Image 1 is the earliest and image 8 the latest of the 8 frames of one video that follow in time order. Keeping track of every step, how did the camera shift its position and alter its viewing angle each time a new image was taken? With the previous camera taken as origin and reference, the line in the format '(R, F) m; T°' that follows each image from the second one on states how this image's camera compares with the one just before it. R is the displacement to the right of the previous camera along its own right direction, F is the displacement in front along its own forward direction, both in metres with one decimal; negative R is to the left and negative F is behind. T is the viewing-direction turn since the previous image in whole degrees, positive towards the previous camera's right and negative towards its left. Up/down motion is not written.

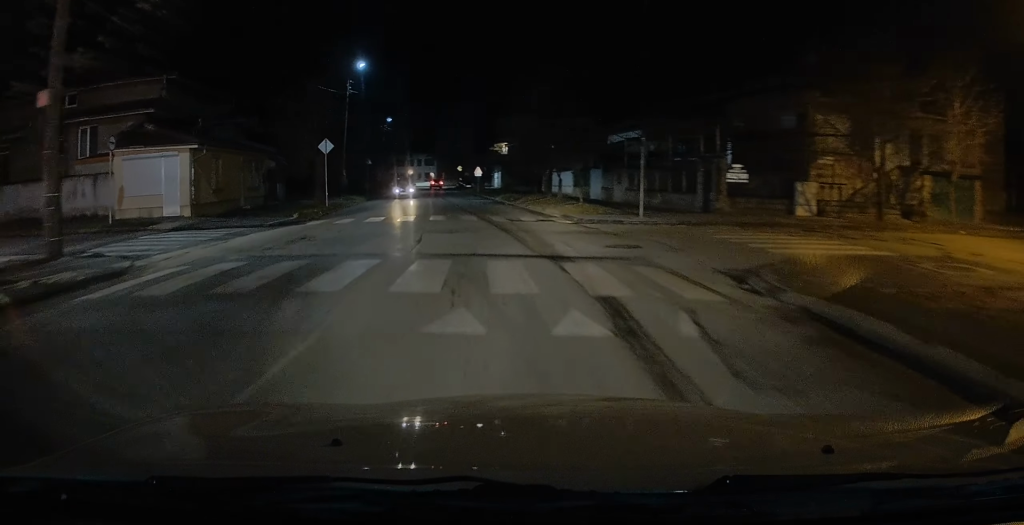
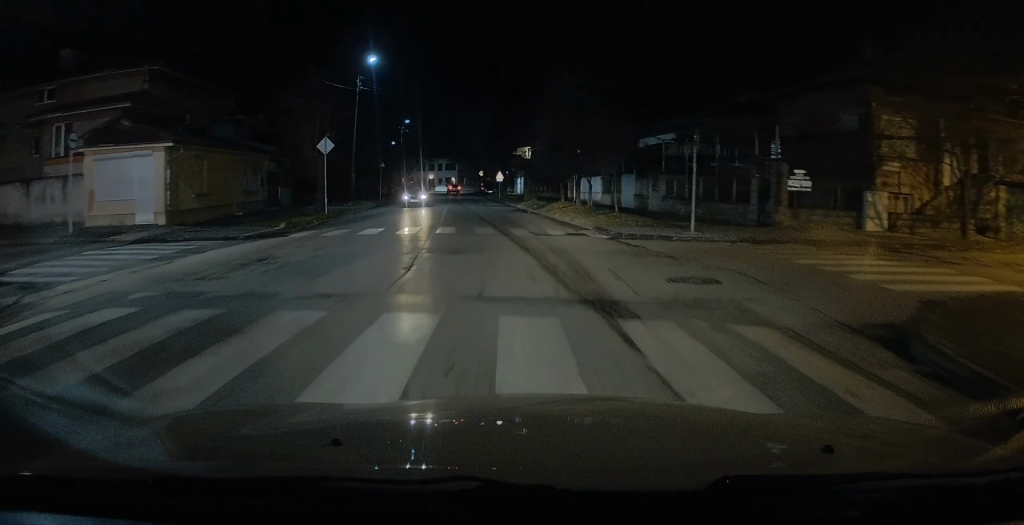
(0.0, +4.2) m; -1°
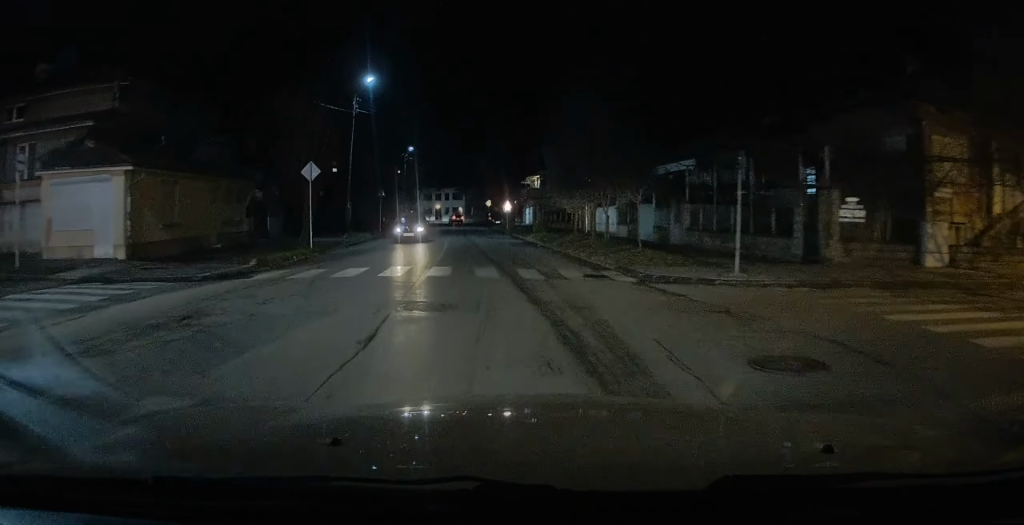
(-0.1, +3.1) m; 0°
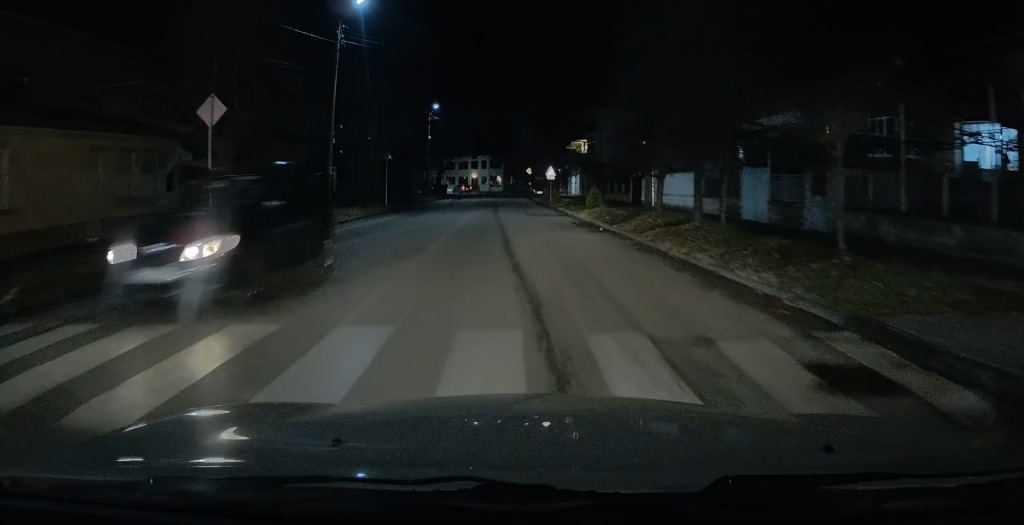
(-0.1, +10.6) m; -3°
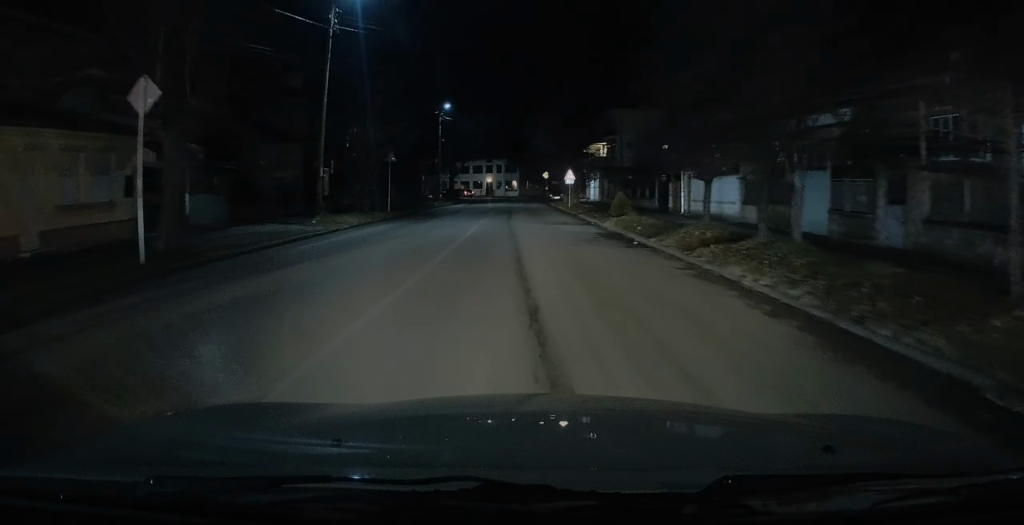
(-0.2, +3.3) m; -1°
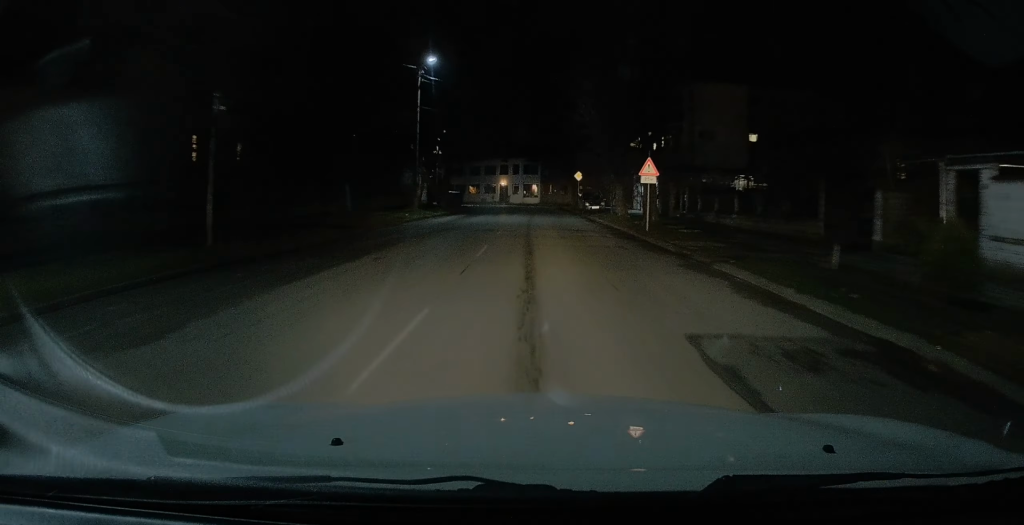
(-1.3, +20.6) m; -4°
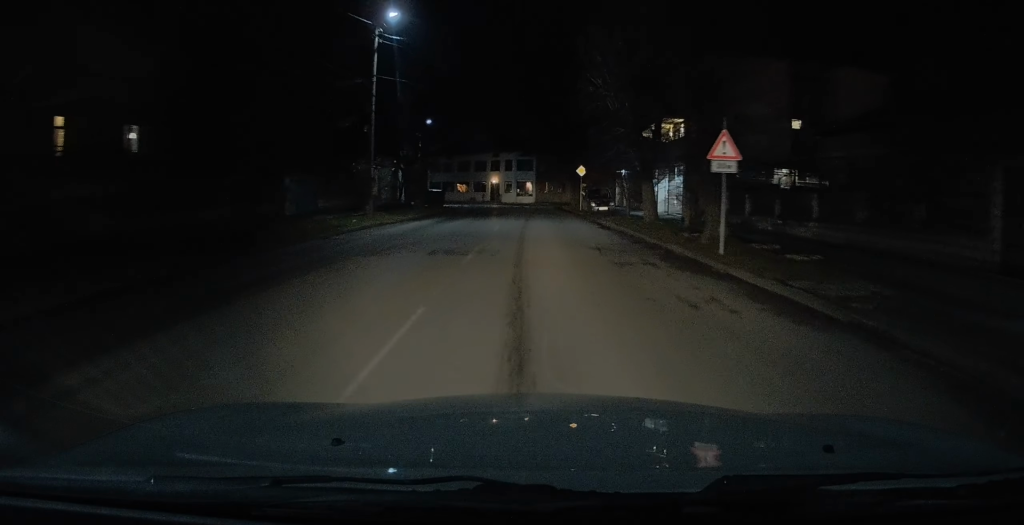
(+0.2, +8.7) m; +1°
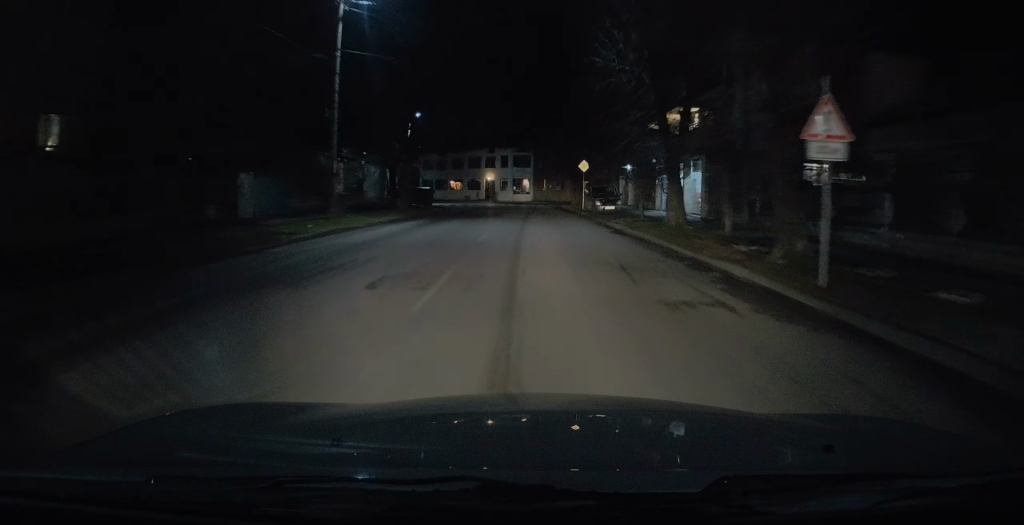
(0.0, +4.7) m; 0°
